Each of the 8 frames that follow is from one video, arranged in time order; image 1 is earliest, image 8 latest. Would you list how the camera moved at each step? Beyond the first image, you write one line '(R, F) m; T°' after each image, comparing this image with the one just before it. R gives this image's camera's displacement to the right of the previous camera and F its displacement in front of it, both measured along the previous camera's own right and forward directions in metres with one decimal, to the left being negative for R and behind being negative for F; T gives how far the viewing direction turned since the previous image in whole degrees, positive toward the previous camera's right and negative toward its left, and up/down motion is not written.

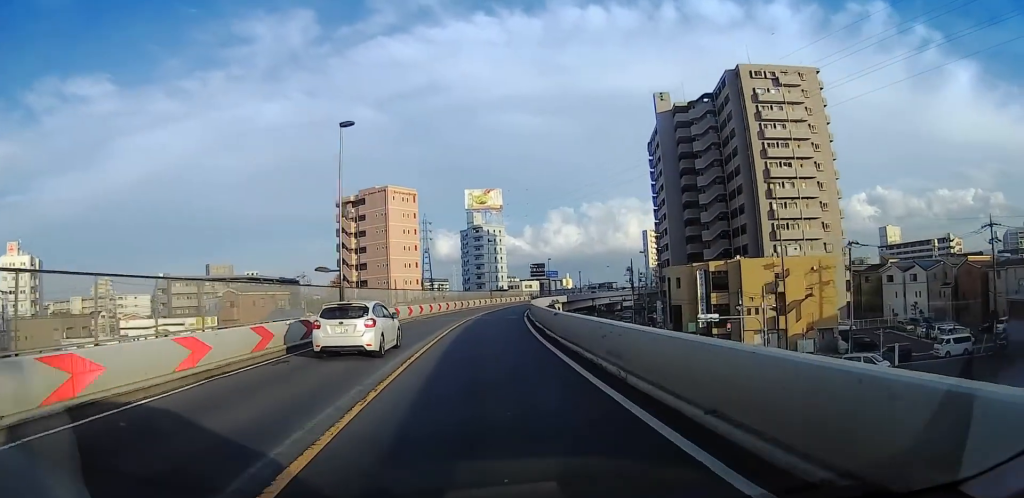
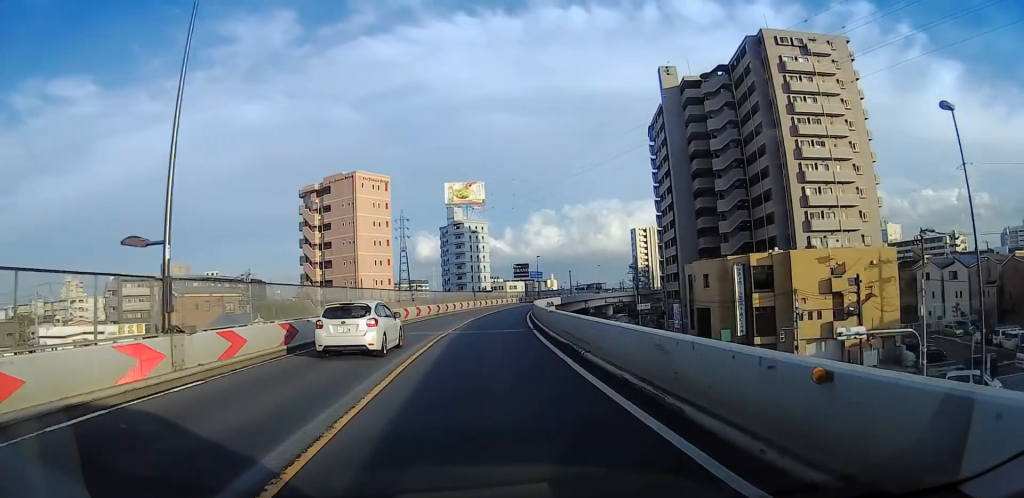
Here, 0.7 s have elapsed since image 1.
(+0.4, +13.4) m; +2°
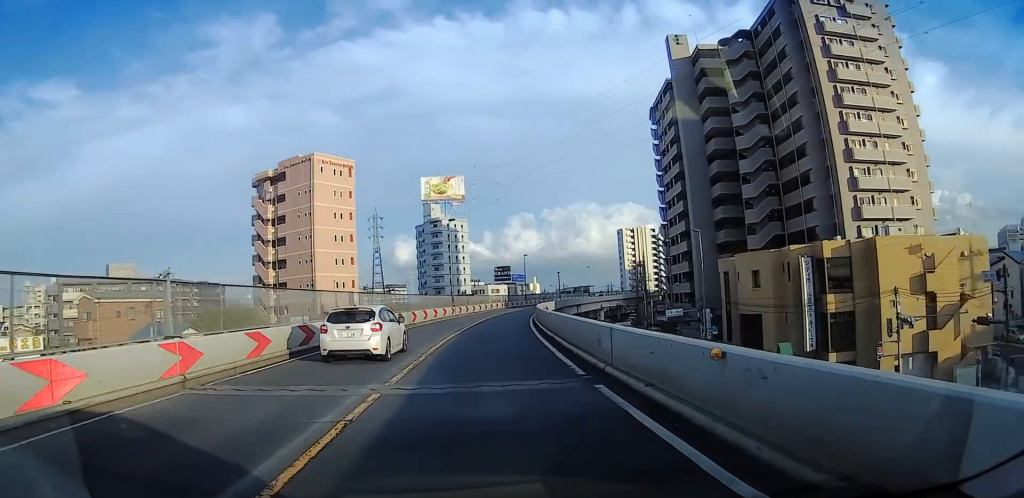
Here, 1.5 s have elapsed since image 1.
(+0.1, +14.5) m; +1°
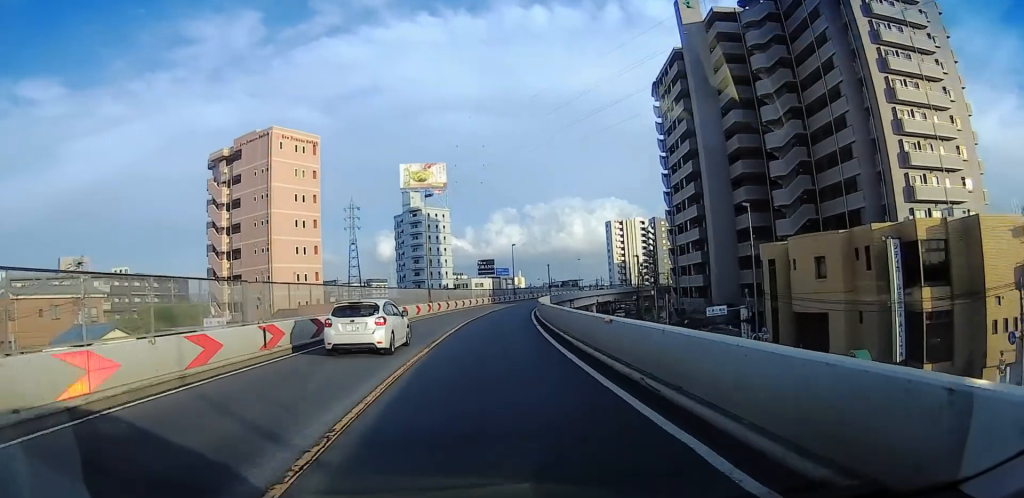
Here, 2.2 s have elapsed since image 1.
(+0.1, +11.4) m; +1°
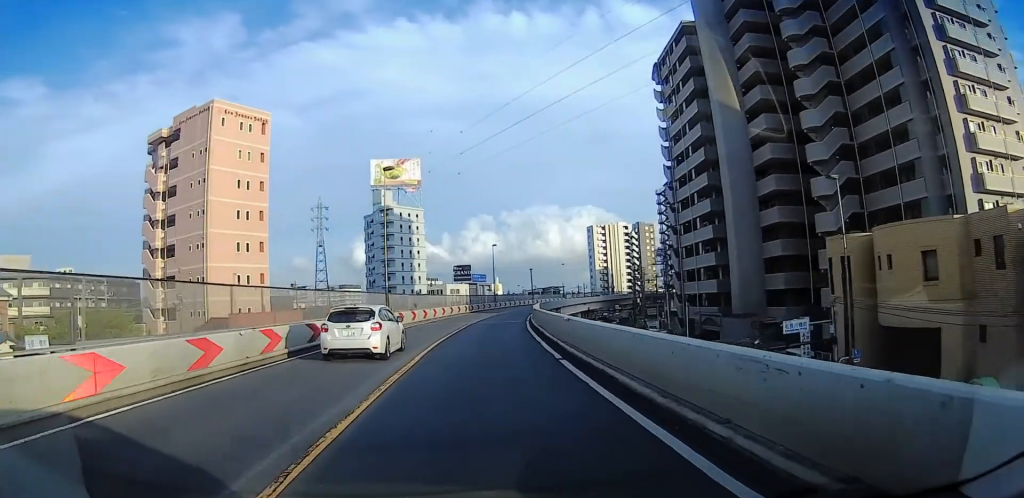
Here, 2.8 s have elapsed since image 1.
(+0.1, +11.9) m; +1°
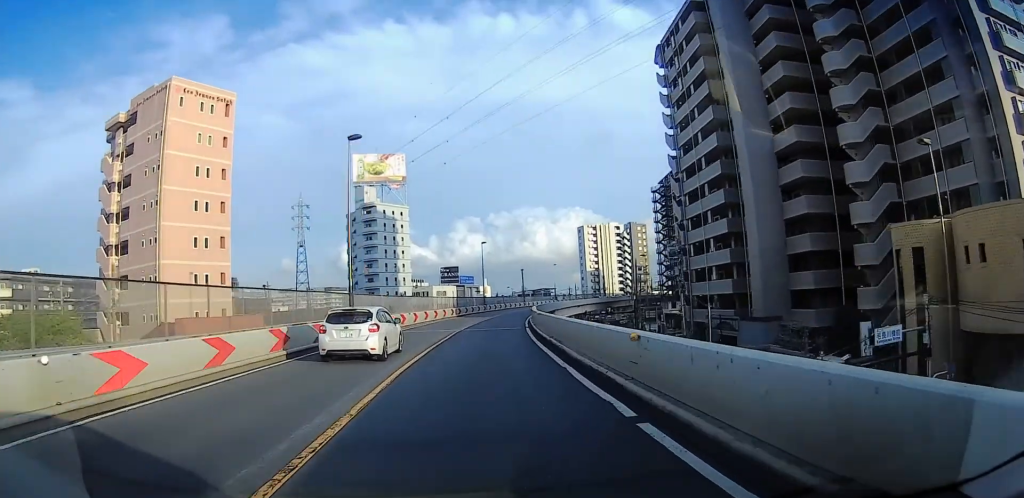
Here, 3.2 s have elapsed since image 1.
(0.0, +7.1) m; +1°
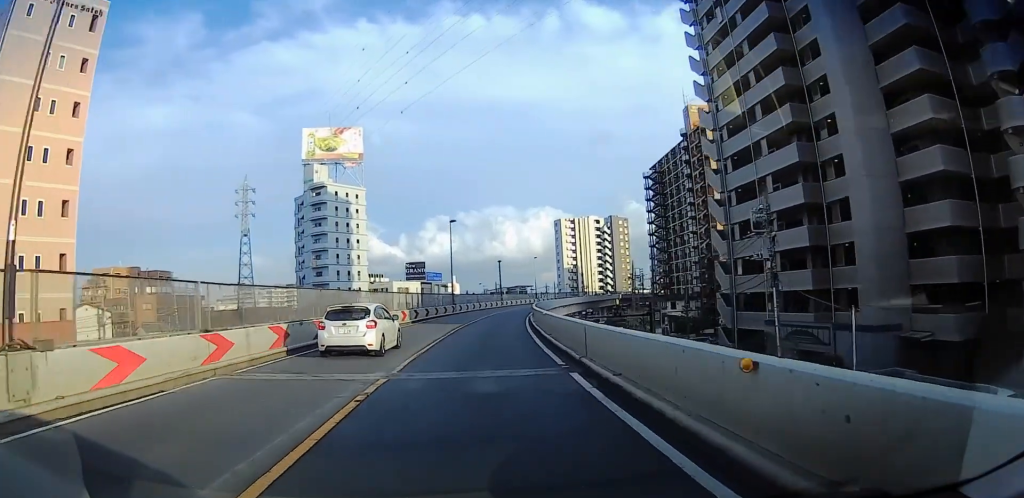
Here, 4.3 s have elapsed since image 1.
(+0.4, +19.4) m; +4°
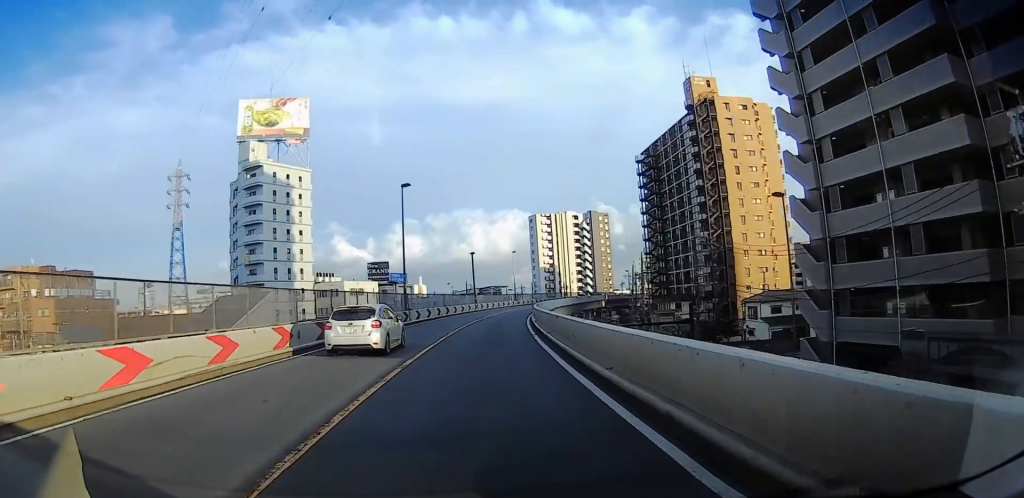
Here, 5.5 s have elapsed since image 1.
(+1.1, +20.0) m; +4°
